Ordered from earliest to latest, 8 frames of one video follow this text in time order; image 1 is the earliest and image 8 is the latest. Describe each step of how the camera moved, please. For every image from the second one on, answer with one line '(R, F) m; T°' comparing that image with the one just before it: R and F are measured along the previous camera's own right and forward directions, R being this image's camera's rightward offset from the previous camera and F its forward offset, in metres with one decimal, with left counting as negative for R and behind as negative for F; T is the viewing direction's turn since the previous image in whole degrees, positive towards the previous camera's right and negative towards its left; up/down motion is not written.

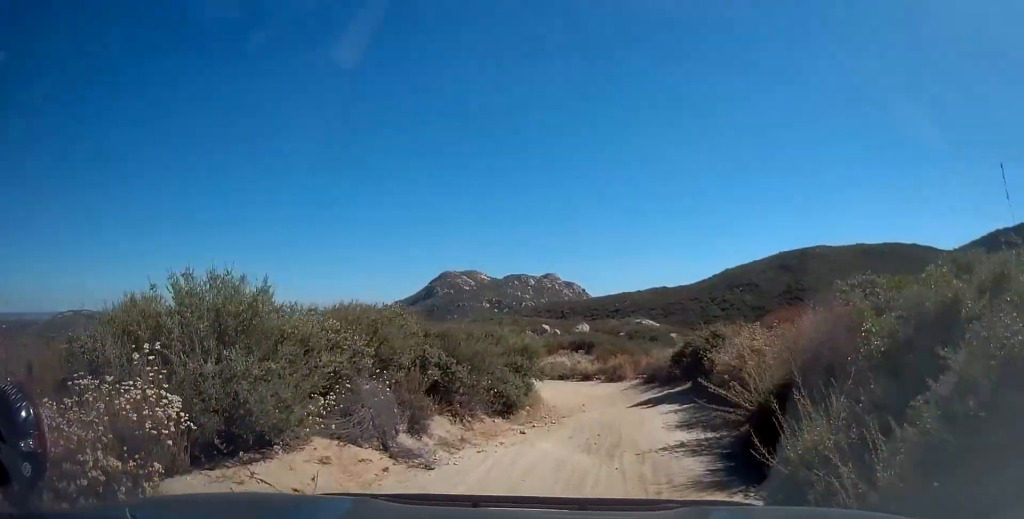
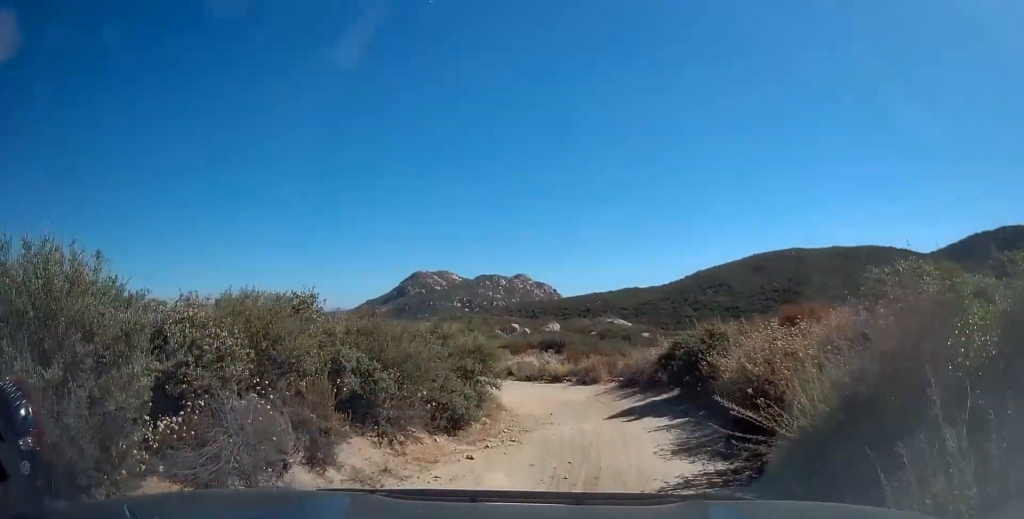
(+0.2, +2.5) m; +4°
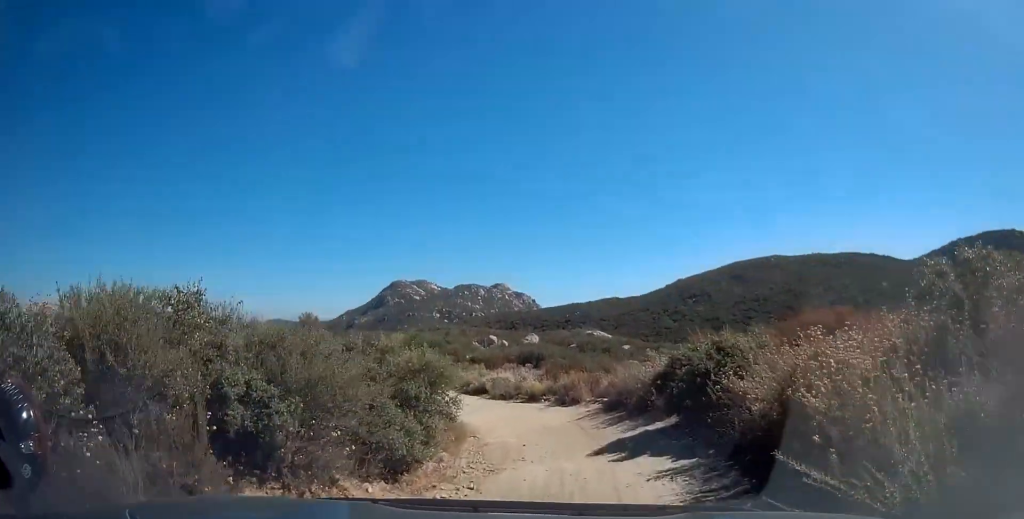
(0.0, +2.3) m; +1°
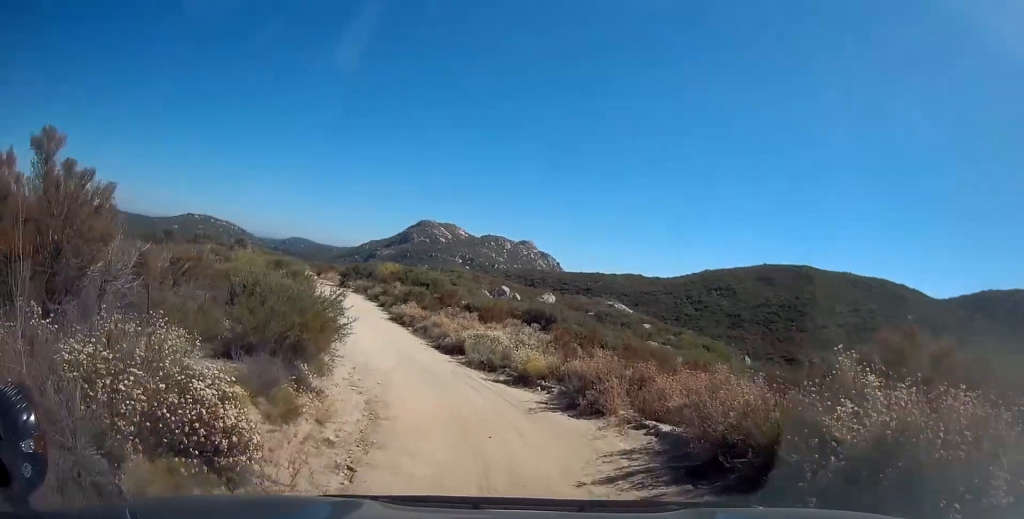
(0.0, +9.7) m; -7°
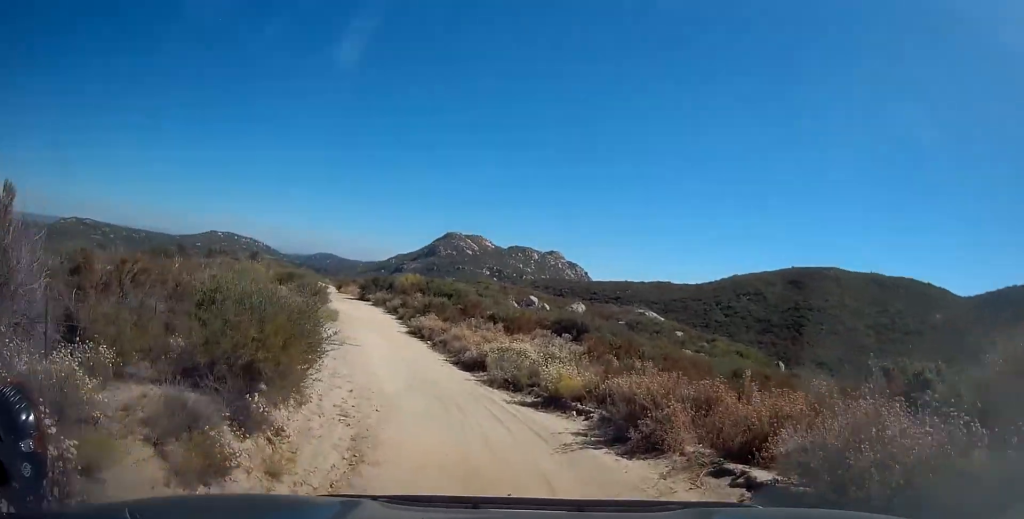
(-0.3, +2.8) m; -3°
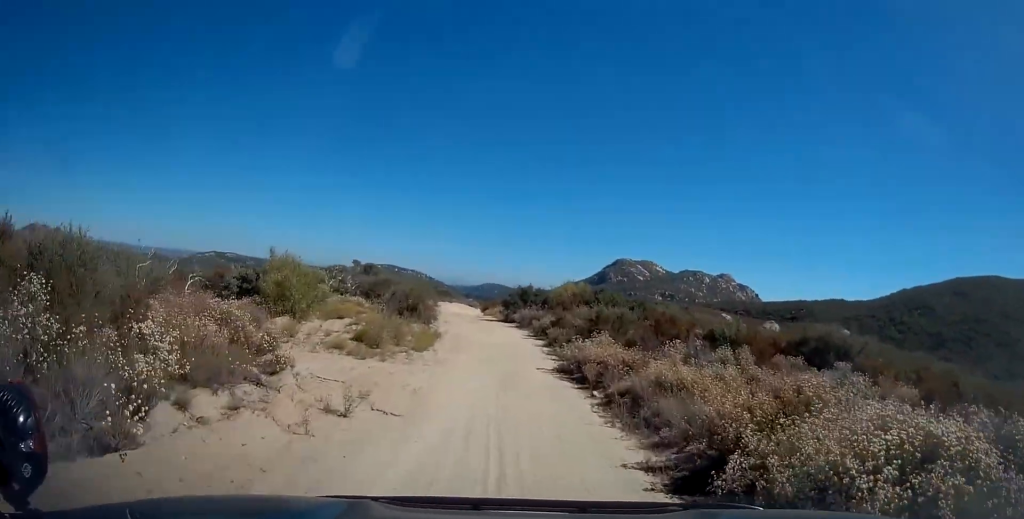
(-1.7, +15.0) m; -11°
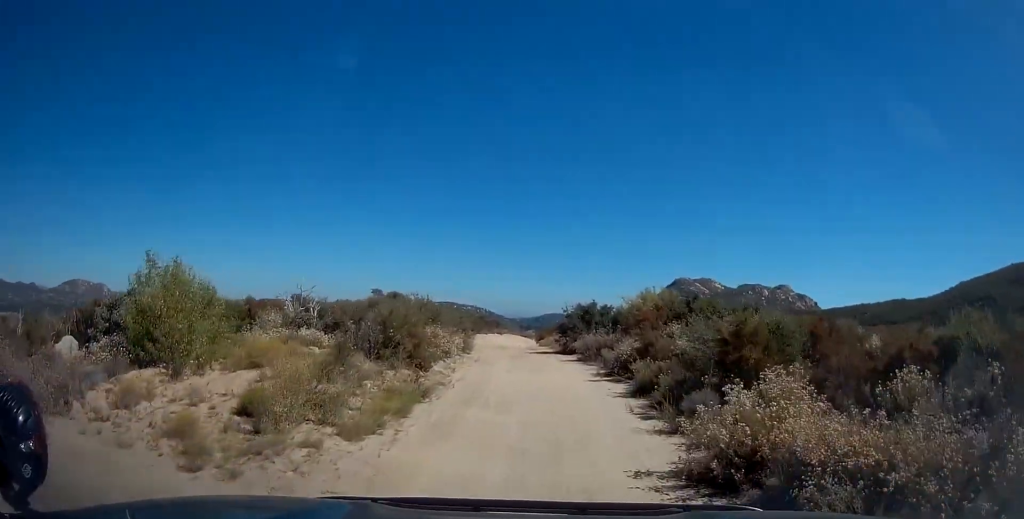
(-0.4, +10.6) m; -7°
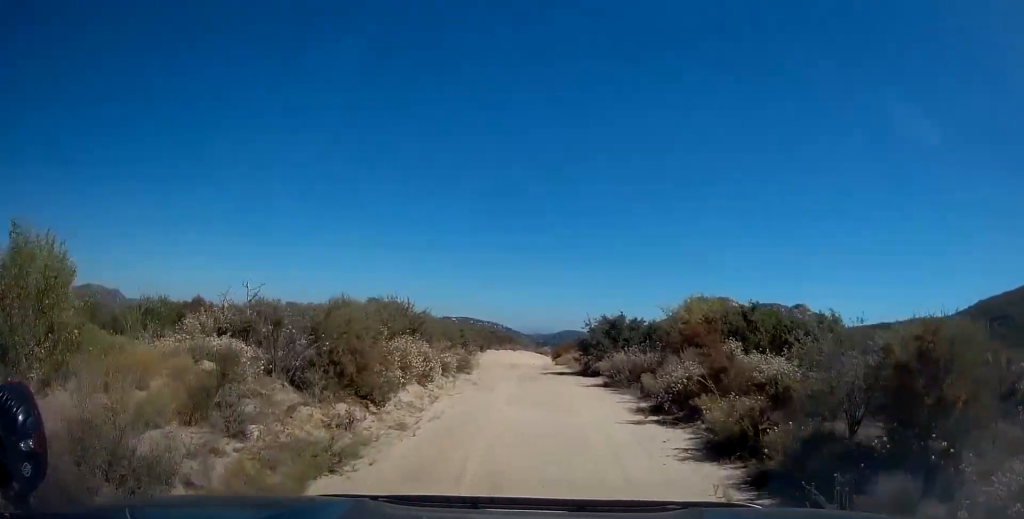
(-0.3, +5.4) m; -4°
